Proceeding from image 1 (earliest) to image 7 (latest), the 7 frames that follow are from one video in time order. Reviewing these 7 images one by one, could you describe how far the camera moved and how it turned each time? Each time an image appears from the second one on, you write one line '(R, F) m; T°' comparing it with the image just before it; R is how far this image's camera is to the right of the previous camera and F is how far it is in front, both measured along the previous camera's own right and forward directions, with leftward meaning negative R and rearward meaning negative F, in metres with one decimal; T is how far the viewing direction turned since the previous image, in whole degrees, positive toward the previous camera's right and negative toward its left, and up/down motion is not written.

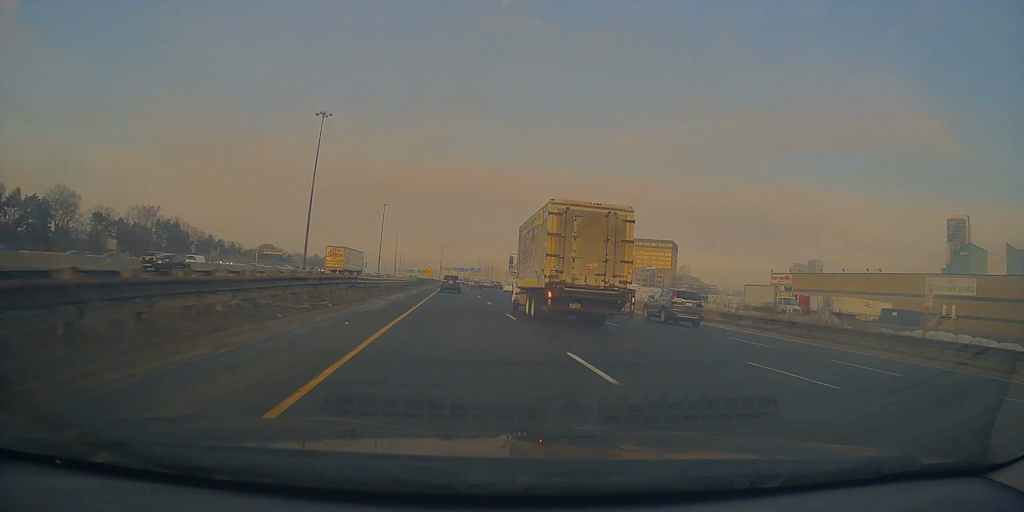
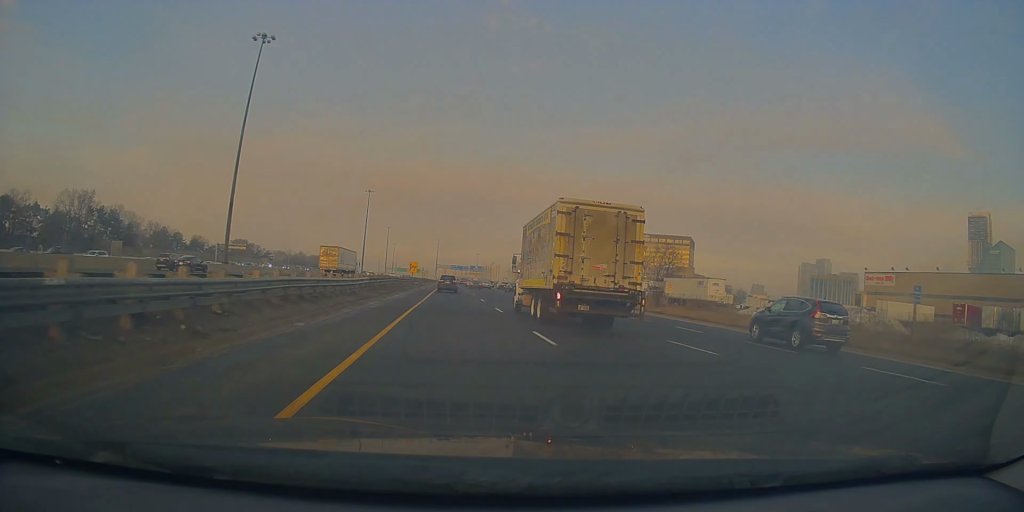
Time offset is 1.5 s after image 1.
(+0.3, +43.9) m; 0°
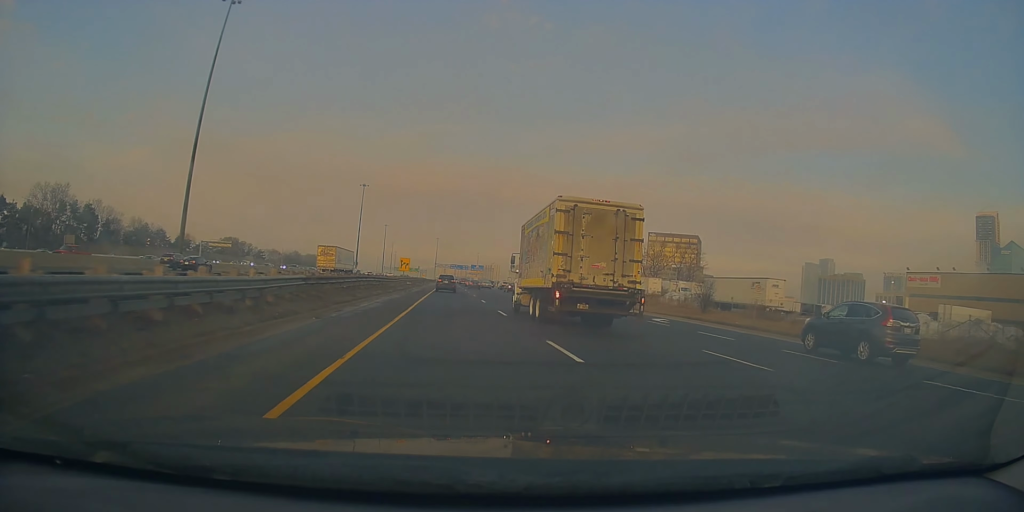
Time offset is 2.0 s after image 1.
(-0.3, +14.5) m; 0°
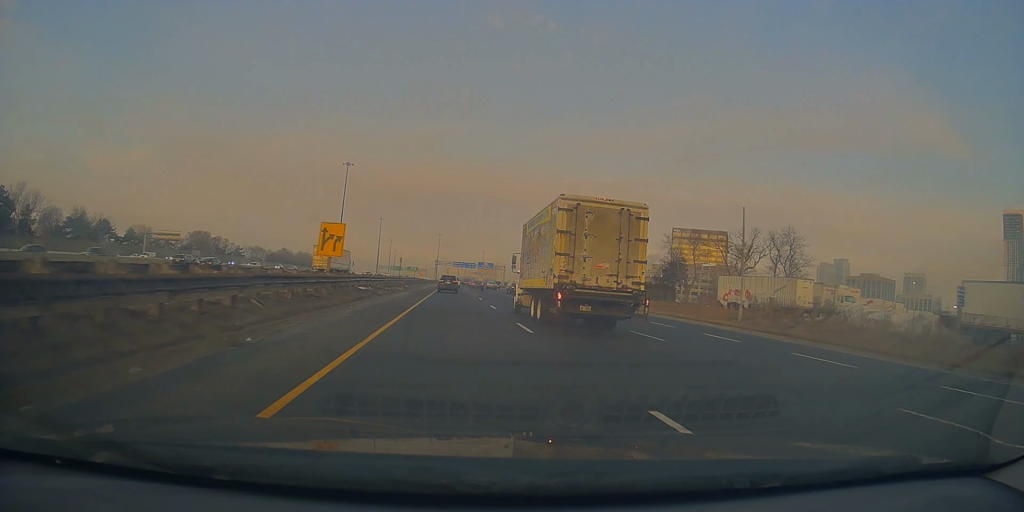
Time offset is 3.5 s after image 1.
(+0.8, +42.6) m; +1°
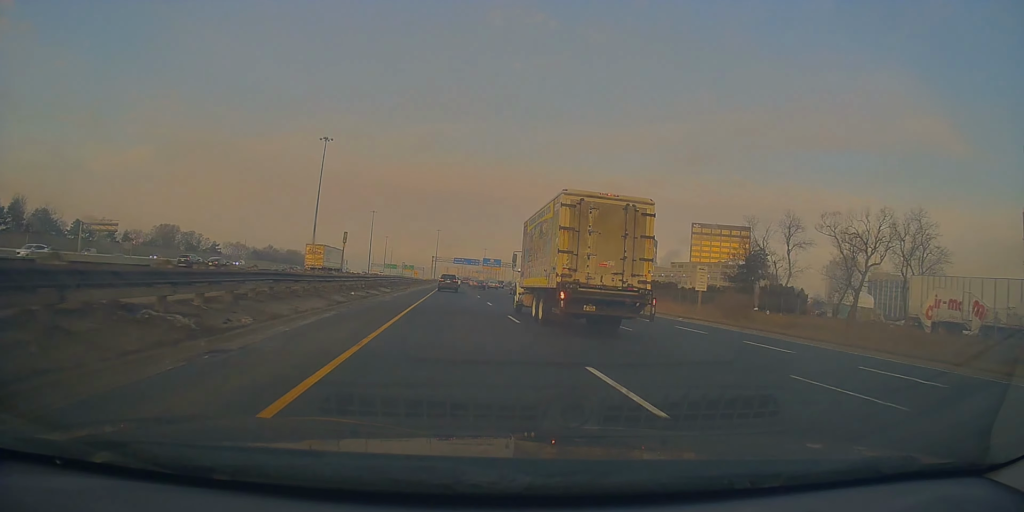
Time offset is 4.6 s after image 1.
(-0.4, +33.3) m; -1°
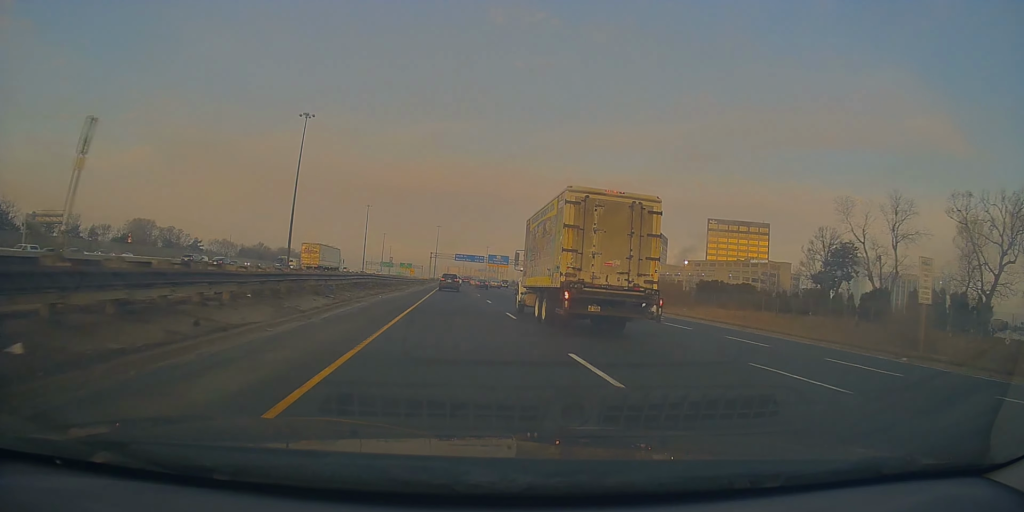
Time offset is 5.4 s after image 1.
(0.0, +22.6) m; 0°
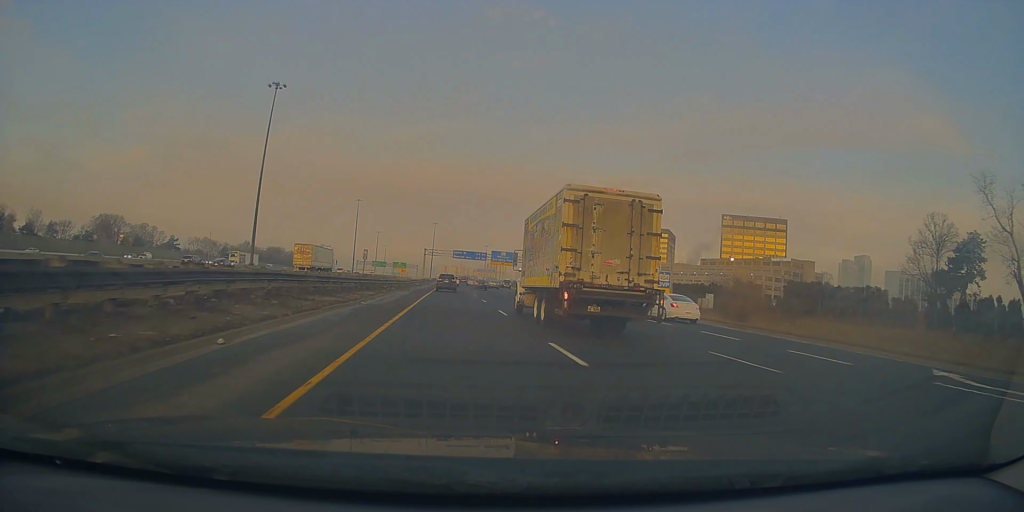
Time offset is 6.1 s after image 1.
(+0.3, +22.5) m; +1°
